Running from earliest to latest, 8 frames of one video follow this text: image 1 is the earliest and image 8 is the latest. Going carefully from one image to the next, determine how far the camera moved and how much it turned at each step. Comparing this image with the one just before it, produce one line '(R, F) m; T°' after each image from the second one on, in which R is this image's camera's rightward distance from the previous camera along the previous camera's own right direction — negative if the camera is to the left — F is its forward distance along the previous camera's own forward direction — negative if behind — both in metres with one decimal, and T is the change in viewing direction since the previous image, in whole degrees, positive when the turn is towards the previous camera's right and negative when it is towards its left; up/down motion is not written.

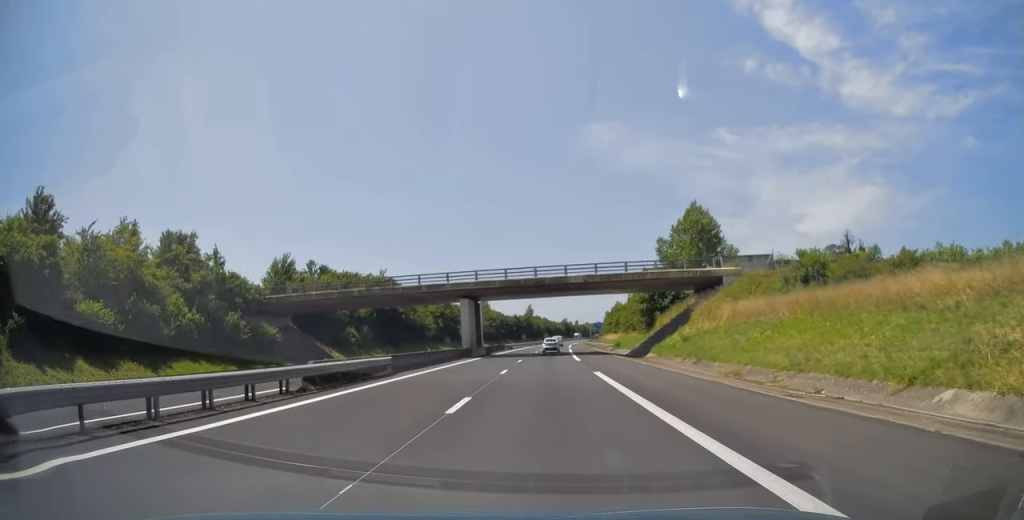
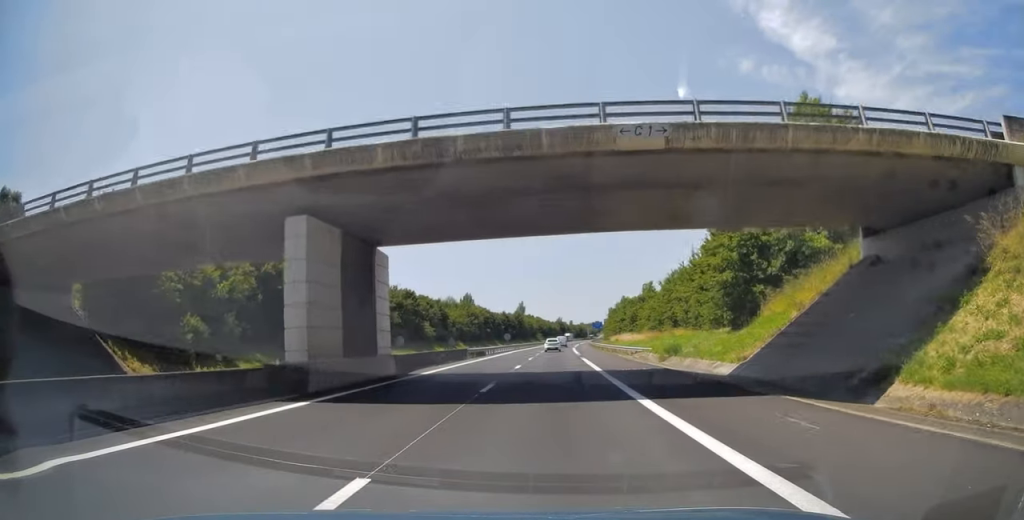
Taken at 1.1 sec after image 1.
(0.0, +34.4) m; 0°
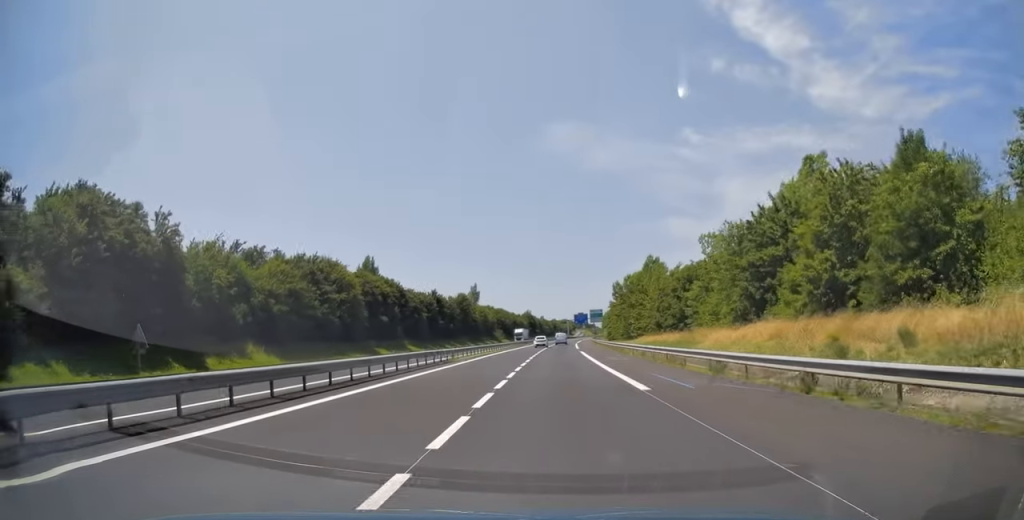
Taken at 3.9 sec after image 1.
(+2.5, +91.4) m; +4°
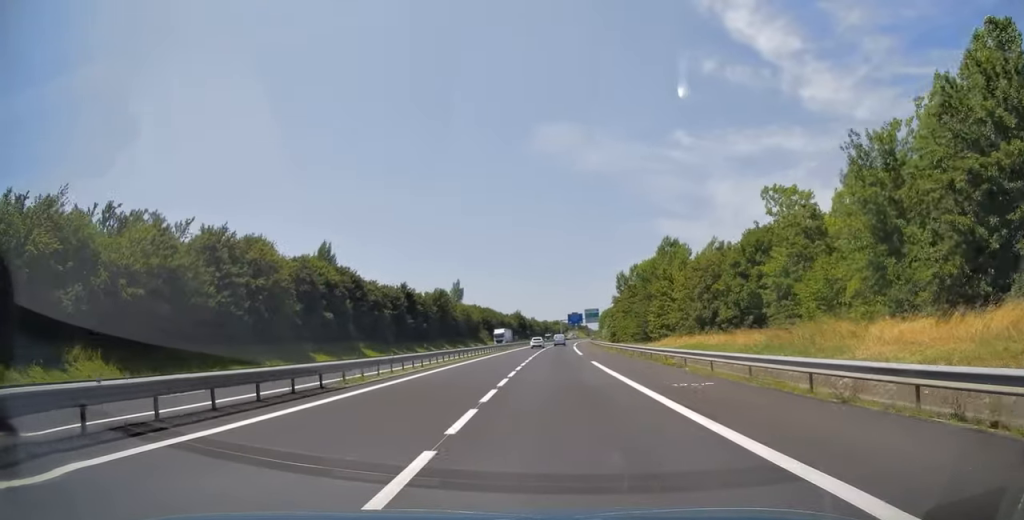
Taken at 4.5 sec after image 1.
(+0.2, +20.6) m; +1°
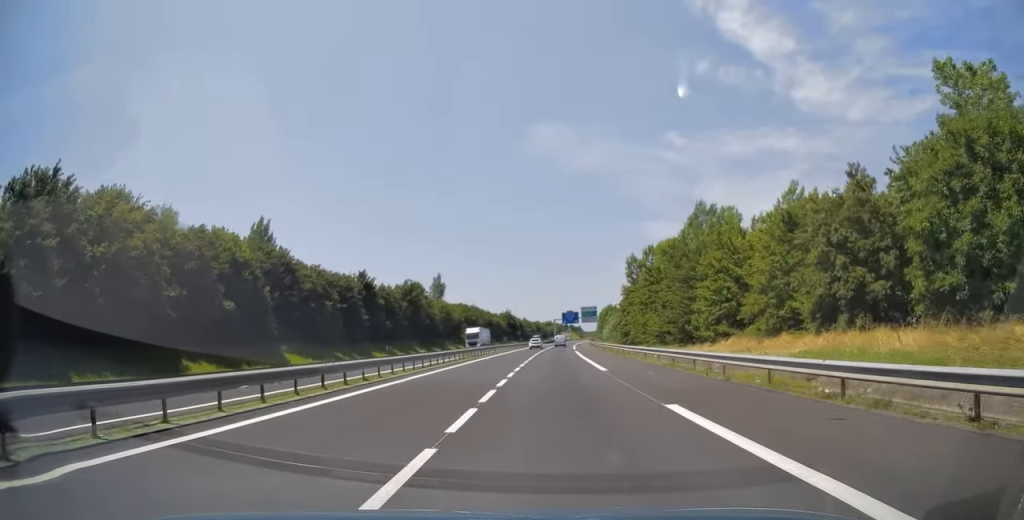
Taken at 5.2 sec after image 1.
(+0.3, +21.6) m; 0°
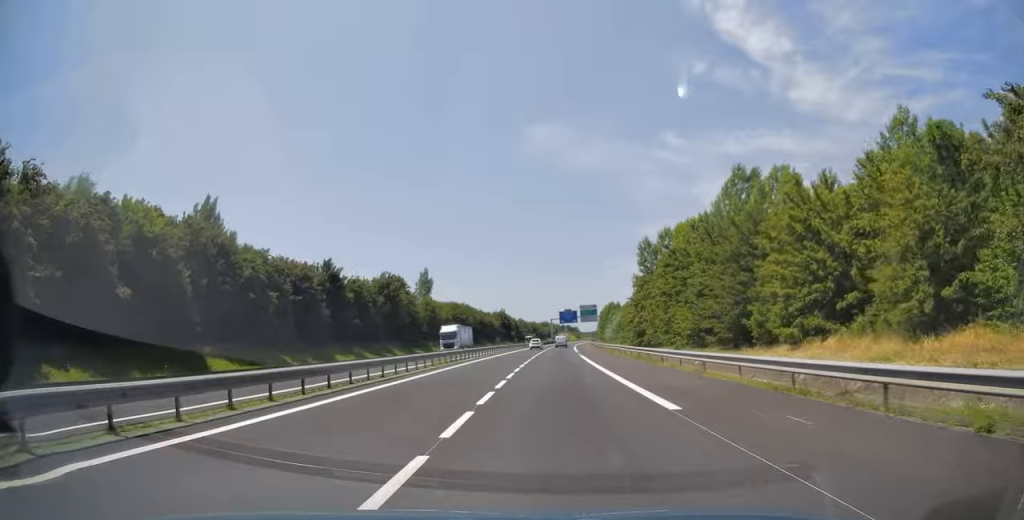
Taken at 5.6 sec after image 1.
(-0.1, +13.5) m; 0°
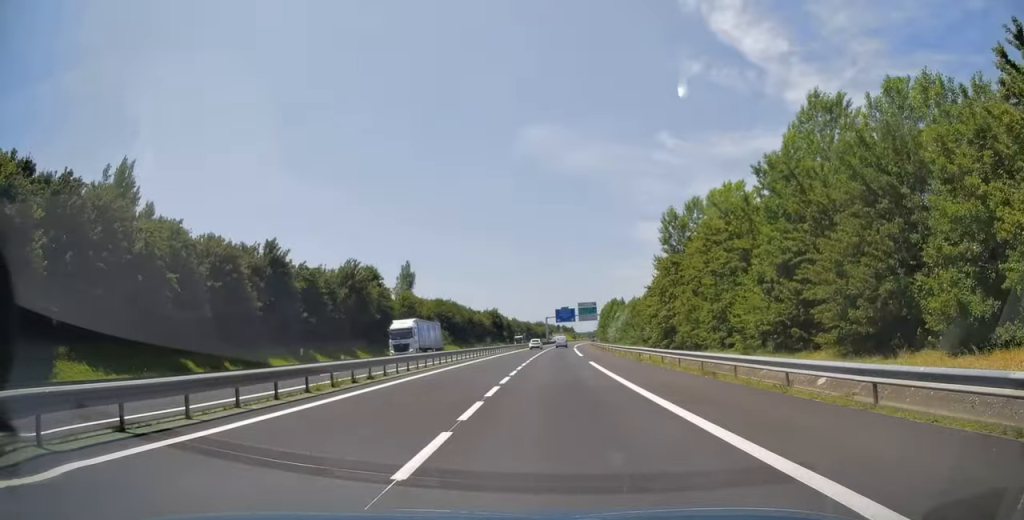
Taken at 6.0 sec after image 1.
(-0.2, +15.7) m; 0°
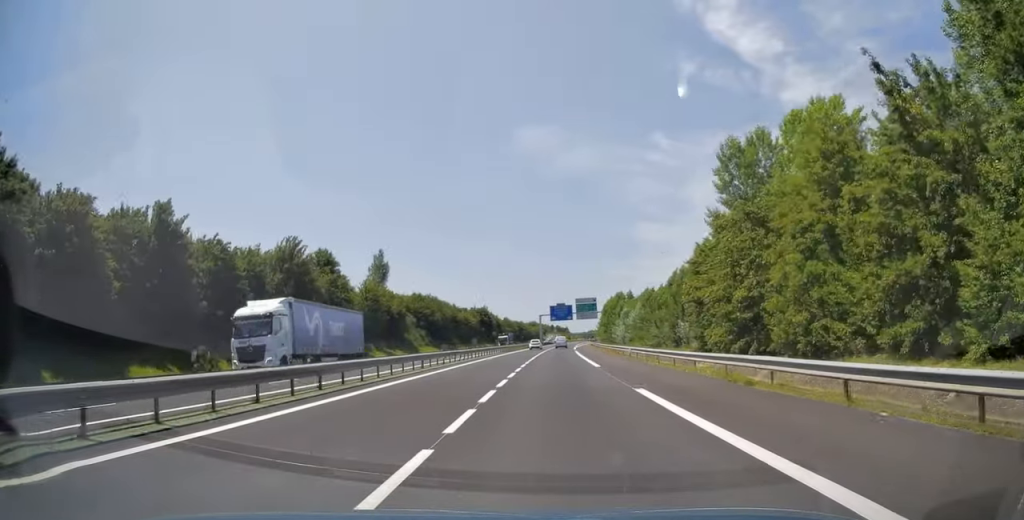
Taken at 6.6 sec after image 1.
(+0.3, +18.9) m; +1°
